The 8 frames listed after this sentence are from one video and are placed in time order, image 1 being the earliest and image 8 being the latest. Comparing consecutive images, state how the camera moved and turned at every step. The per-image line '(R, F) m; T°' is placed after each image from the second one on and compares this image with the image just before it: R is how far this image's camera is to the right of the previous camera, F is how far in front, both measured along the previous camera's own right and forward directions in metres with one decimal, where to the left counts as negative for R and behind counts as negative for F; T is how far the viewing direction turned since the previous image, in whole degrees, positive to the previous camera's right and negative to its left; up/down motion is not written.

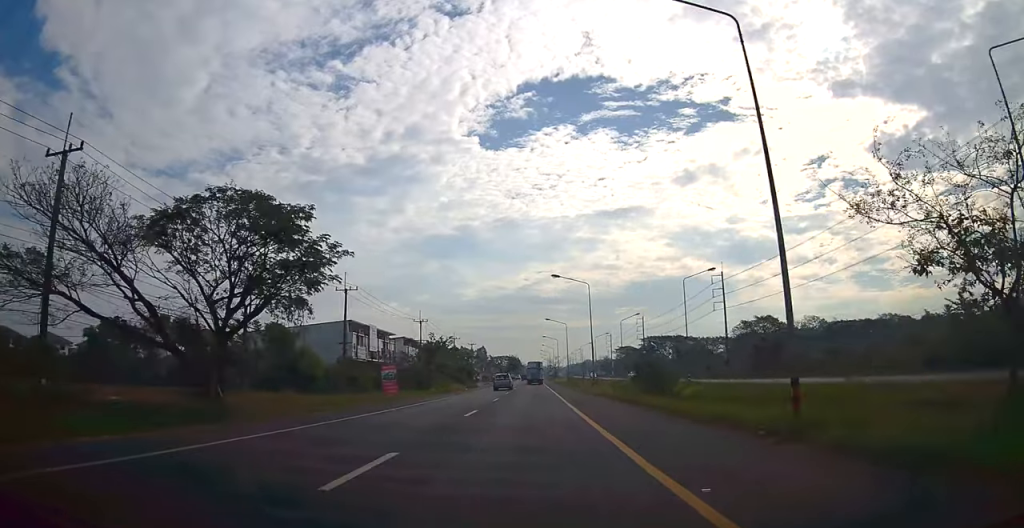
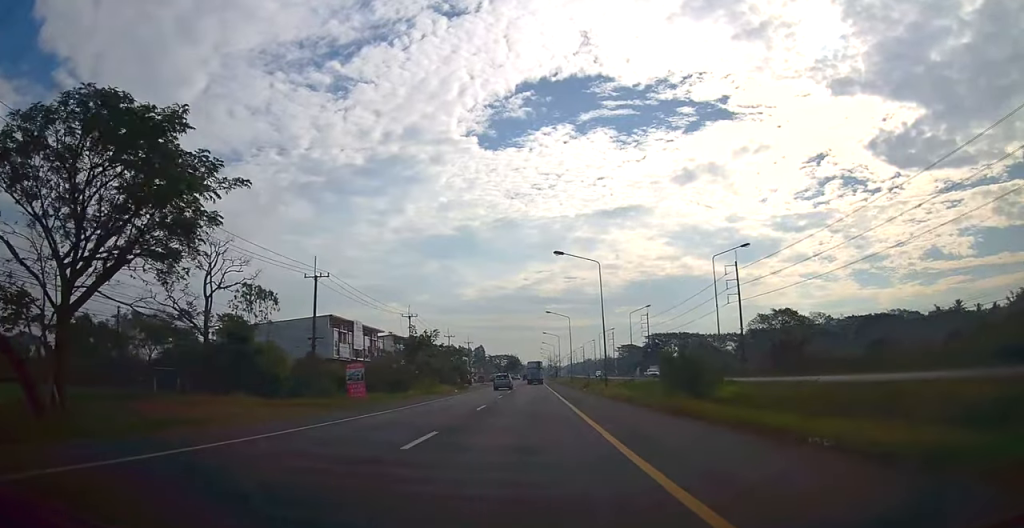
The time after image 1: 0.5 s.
(0.0, +8.2) m; 0°
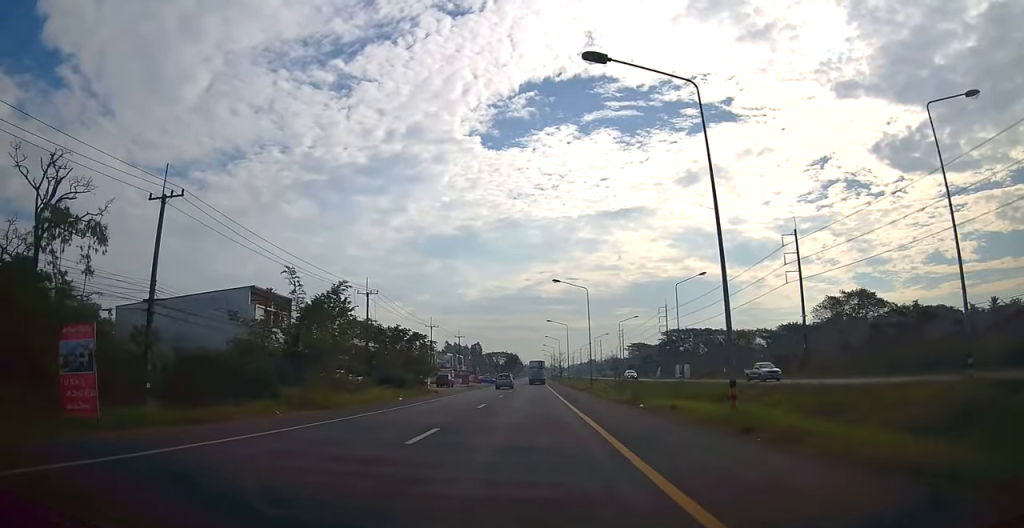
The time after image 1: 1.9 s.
(+0.1, +23.6) m; 0°
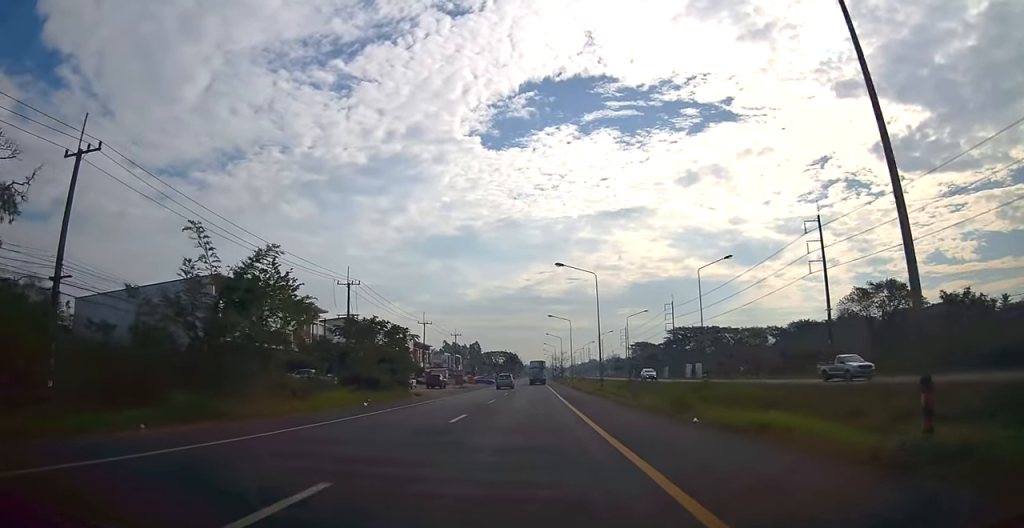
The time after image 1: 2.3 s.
(0.0, +7.1) m; 0°
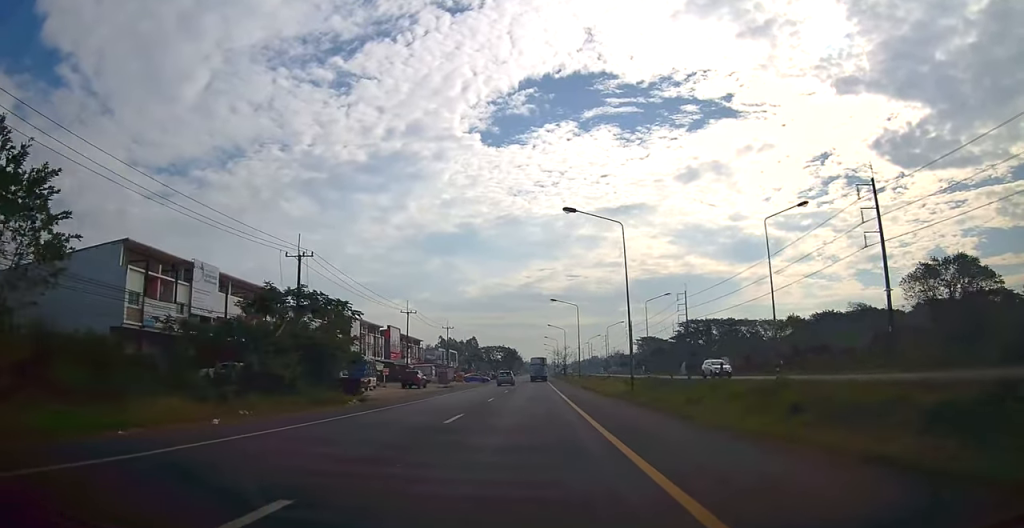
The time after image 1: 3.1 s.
(-0.2, +13.3) m; +1°
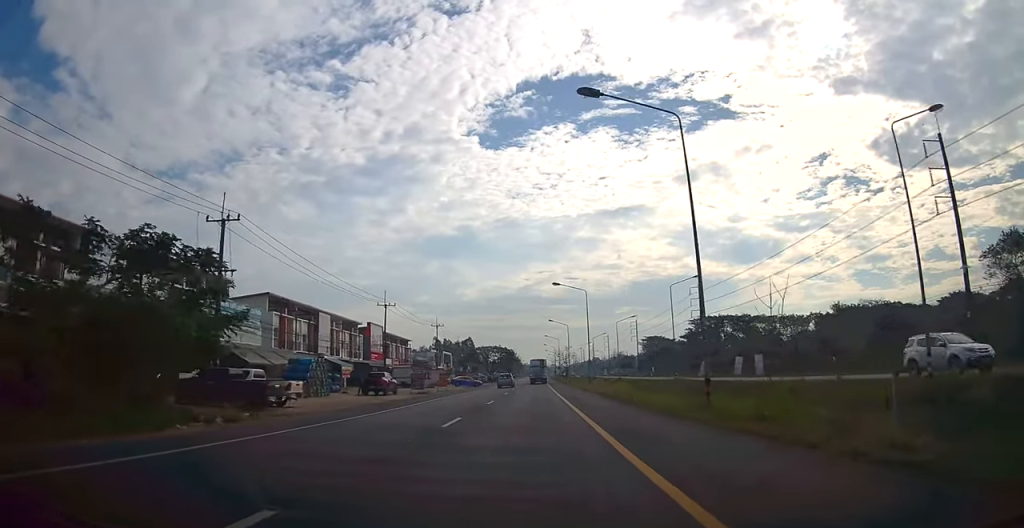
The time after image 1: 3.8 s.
(+0.5, +12.9) m; +2°
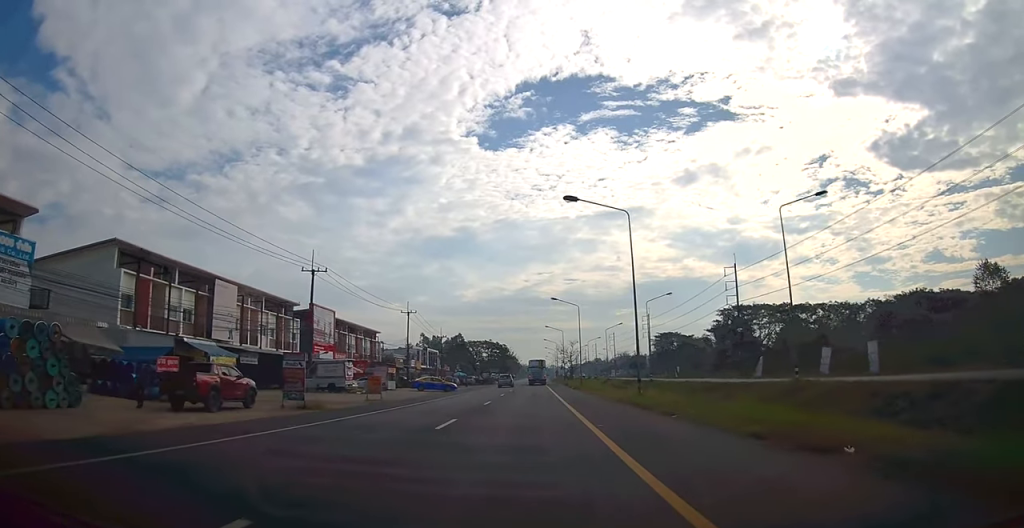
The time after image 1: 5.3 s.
(+0.1, +25.7) m; -1°
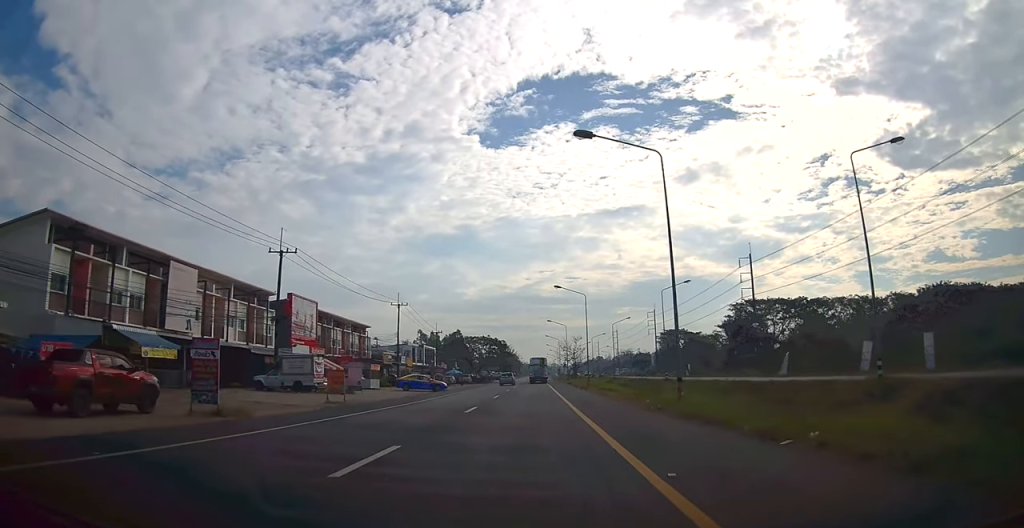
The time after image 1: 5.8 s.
(-0.2, +7.1) m; -1°
